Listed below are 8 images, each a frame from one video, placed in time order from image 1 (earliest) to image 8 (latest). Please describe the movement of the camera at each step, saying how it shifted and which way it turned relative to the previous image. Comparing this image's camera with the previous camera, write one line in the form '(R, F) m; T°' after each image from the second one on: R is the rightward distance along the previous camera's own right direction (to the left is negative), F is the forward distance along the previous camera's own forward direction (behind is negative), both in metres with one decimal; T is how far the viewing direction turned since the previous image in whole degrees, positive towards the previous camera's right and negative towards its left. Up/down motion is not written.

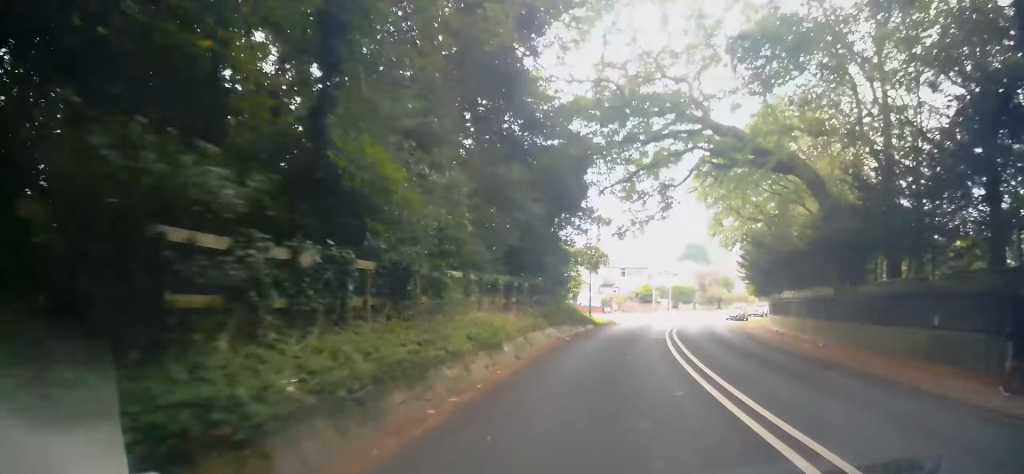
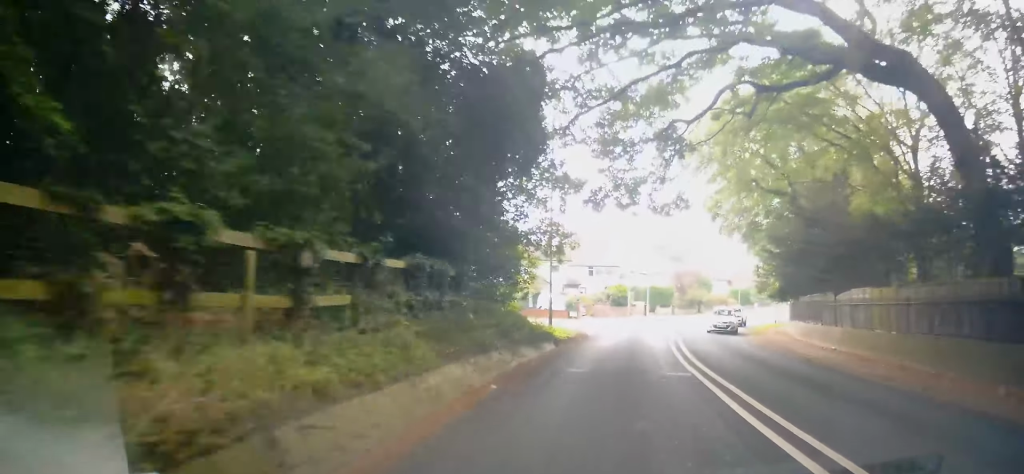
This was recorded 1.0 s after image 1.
(+0.7, +10.5) m; +7°
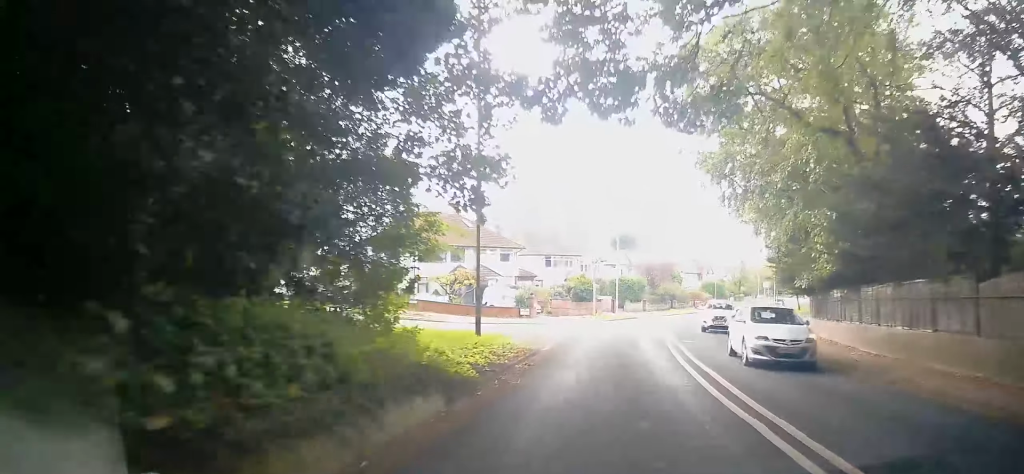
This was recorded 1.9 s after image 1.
(+0.5, +10.1) m; +4°
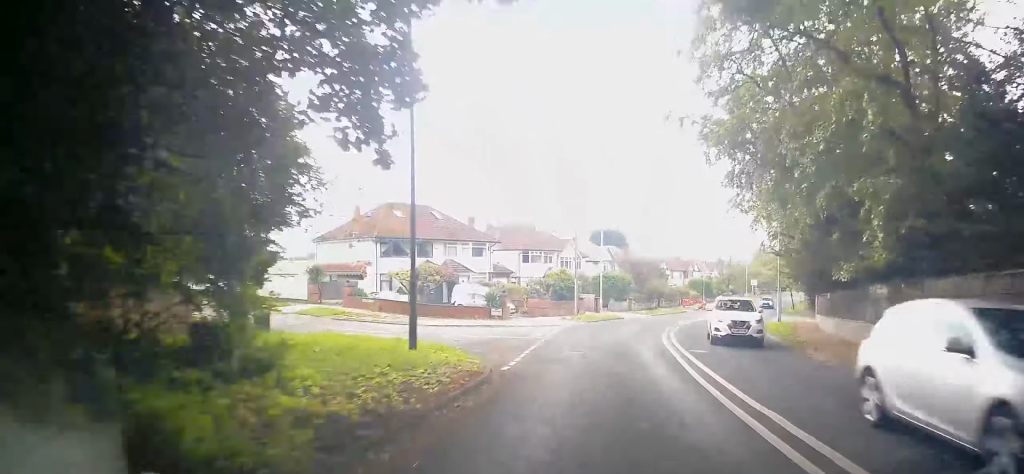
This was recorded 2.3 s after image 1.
(+0.2, +5.0) m; +1°
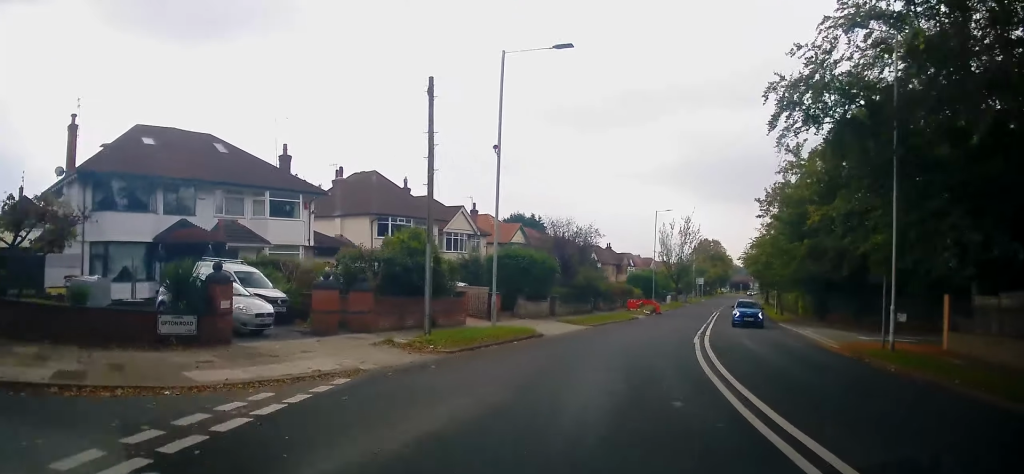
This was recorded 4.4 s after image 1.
(+1.7, +23.8) m; +10°
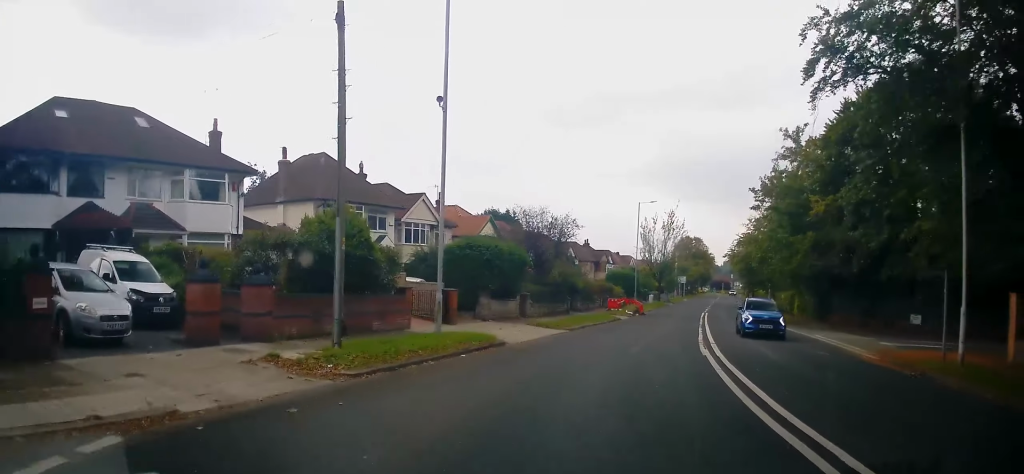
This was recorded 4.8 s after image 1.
(+0.1, +5.2) m; +2°
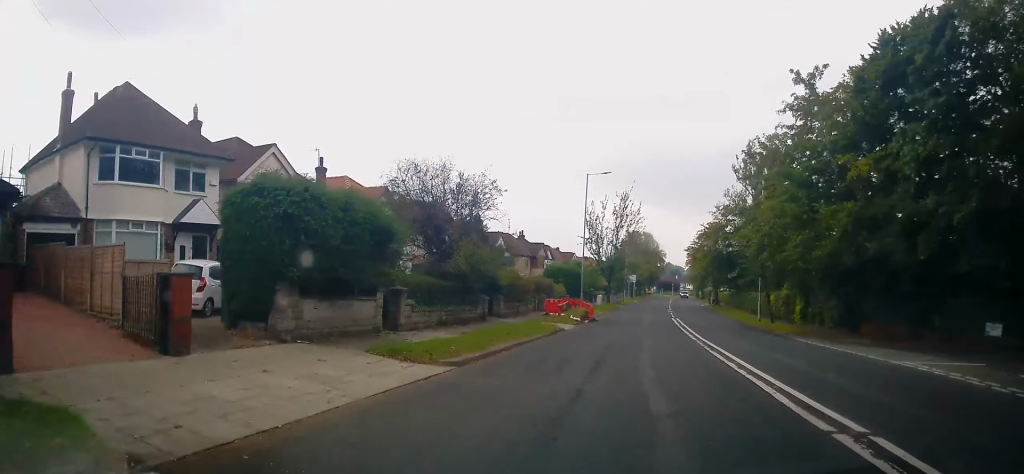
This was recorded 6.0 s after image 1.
(+0.4, +14.6) m; +5°
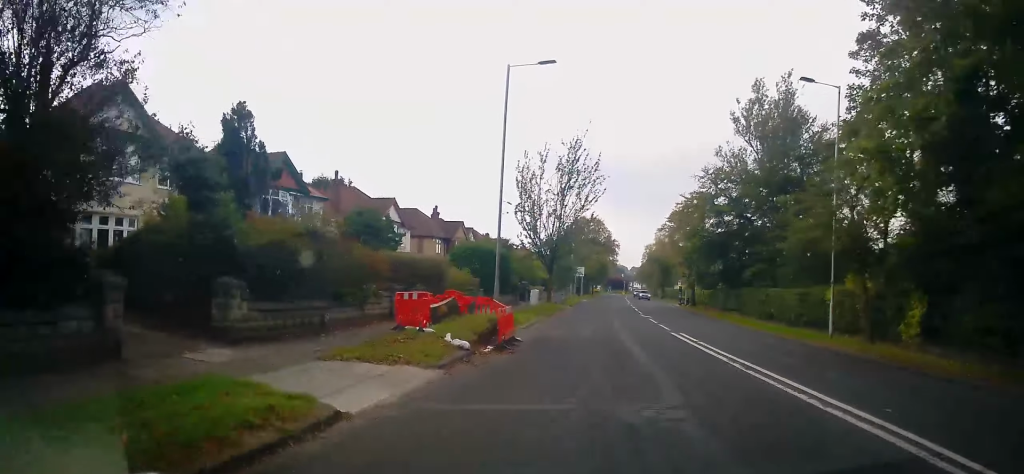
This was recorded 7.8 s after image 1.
(+1.9, +21.7) m; +8°
